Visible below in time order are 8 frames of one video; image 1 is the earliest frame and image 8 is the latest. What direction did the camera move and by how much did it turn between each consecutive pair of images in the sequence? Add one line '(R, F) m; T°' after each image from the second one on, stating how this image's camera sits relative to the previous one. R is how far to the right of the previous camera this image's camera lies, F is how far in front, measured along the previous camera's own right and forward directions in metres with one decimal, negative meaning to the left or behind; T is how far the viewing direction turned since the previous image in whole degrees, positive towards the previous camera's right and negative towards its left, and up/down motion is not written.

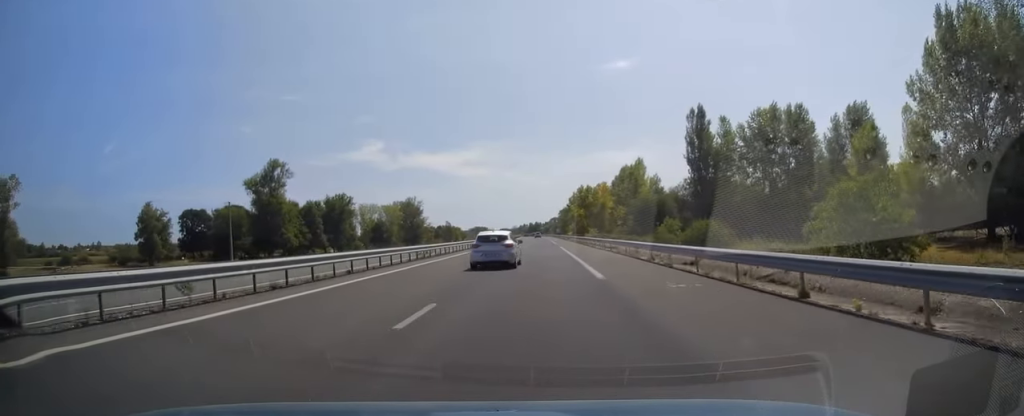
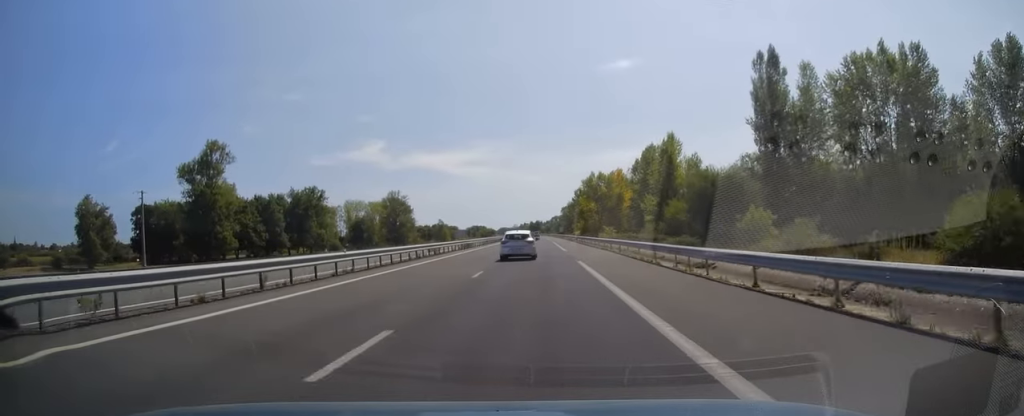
(0.0, +29.4) m; 0°
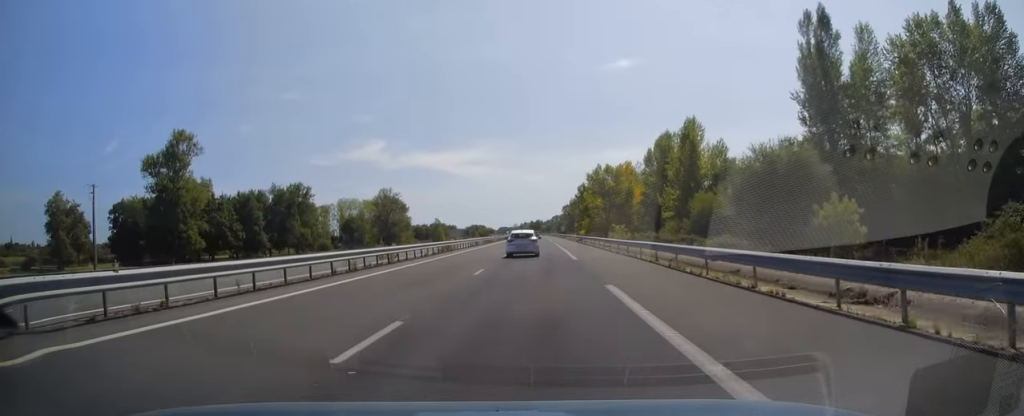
(0.0, +12.3) m; 0°
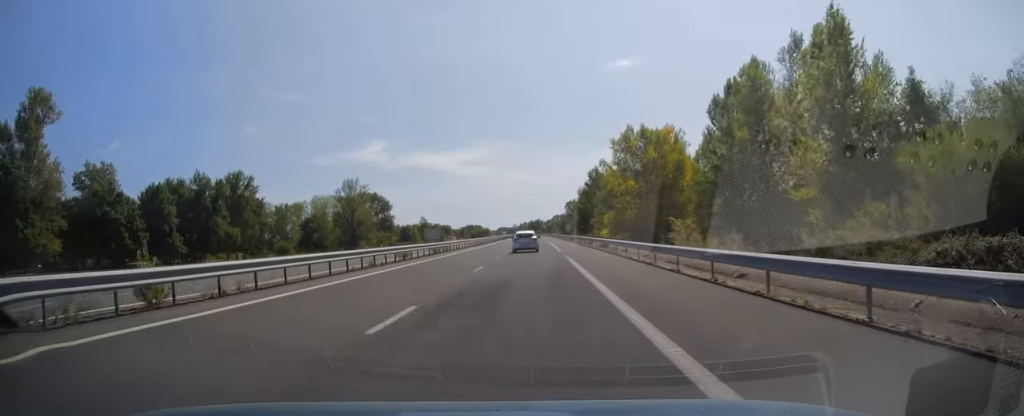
(0.0, +37.3) m; 0°
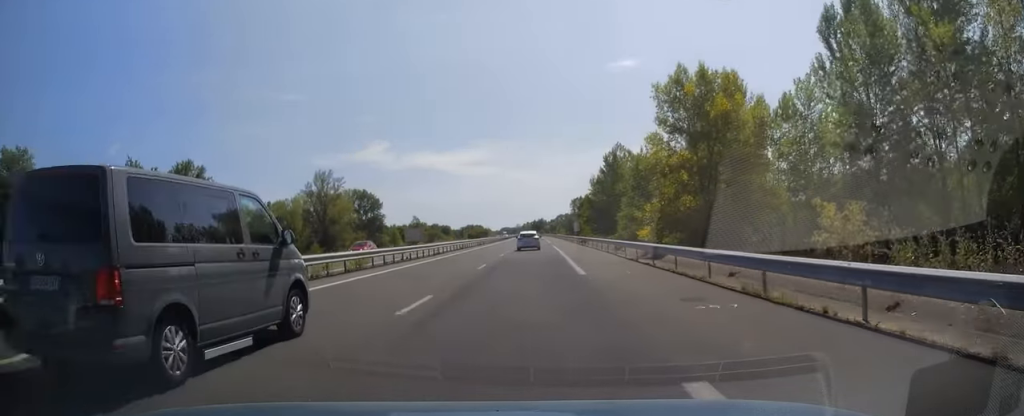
(0.0, +23.9) m; 0°
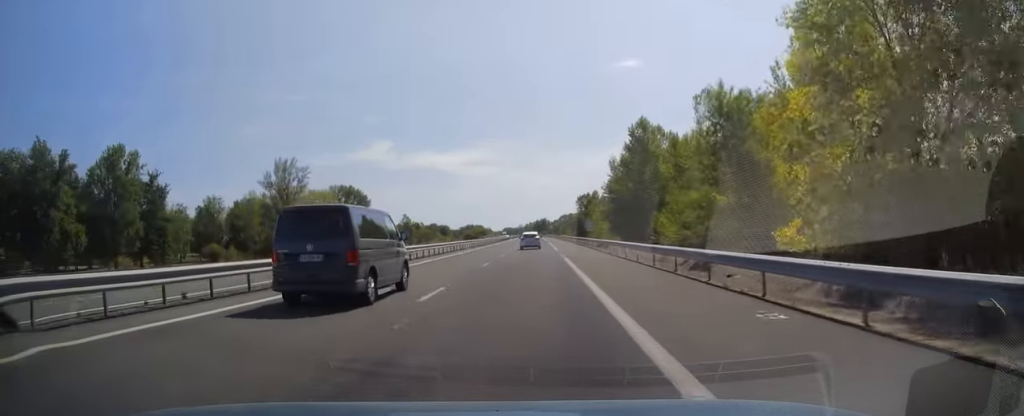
(0.0, +24.0) m; -1°
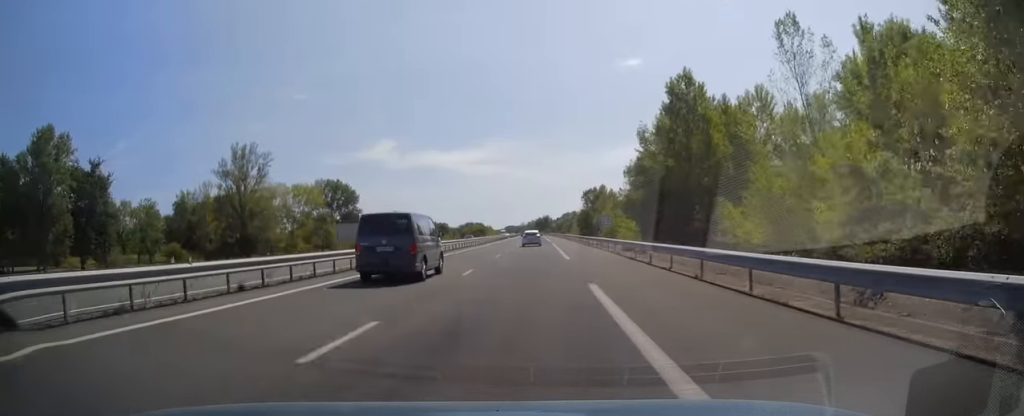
(-0.2, +19.0) m; -1°
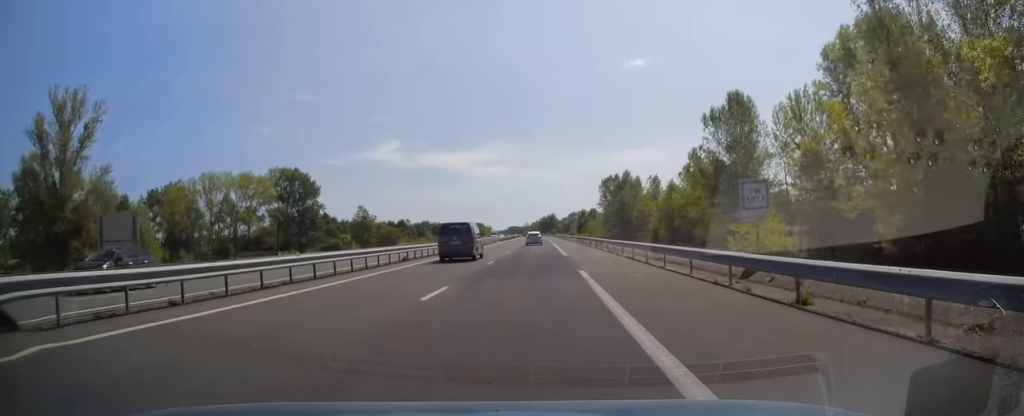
(-0.3, +45.5) m; 0°
